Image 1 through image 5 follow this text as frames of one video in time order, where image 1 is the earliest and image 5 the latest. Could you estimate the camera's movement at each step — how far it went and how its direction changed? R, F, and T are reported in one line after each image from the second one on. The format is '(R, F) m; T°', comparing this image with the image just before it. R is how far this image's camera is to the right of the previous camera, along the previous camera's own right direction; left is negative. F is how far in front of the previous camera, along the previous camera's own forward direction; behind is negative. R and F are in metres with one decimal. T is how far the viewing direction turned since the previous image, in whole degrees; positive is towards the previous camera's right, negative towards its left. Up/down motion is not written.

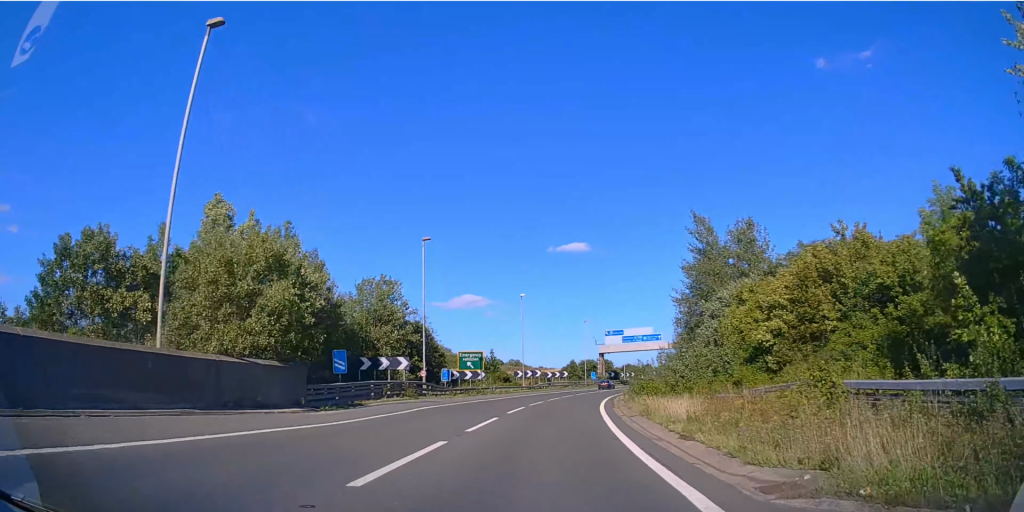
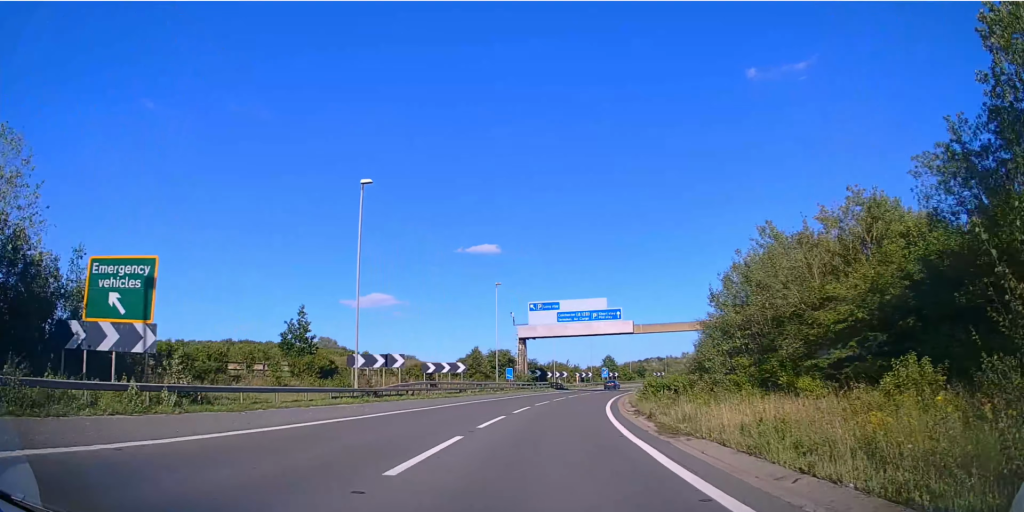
(+2.3, +37.1) m; +8°
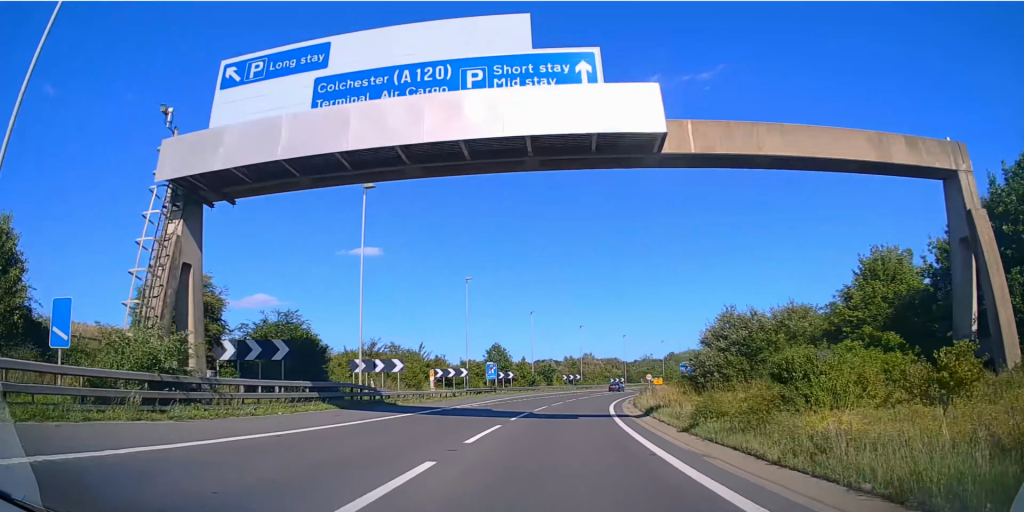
(+5.1, +53.8) m; +10°
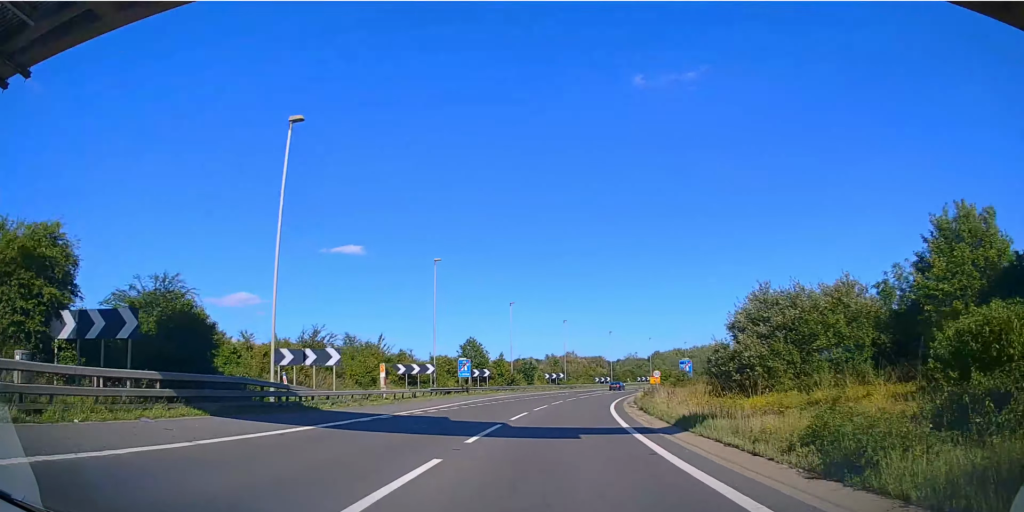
(+0.2, +8.8) m; +3°
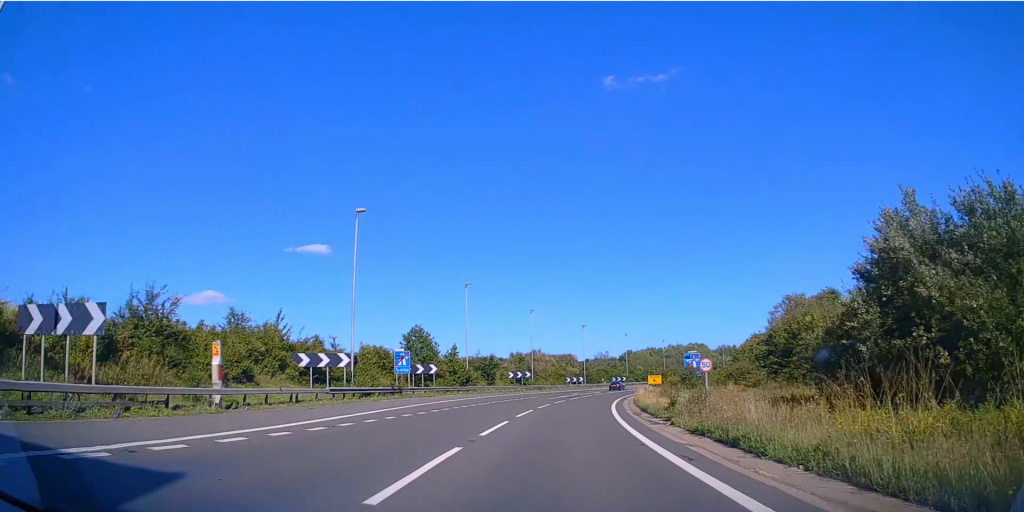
(+0.7, +15.3) m; +4°
